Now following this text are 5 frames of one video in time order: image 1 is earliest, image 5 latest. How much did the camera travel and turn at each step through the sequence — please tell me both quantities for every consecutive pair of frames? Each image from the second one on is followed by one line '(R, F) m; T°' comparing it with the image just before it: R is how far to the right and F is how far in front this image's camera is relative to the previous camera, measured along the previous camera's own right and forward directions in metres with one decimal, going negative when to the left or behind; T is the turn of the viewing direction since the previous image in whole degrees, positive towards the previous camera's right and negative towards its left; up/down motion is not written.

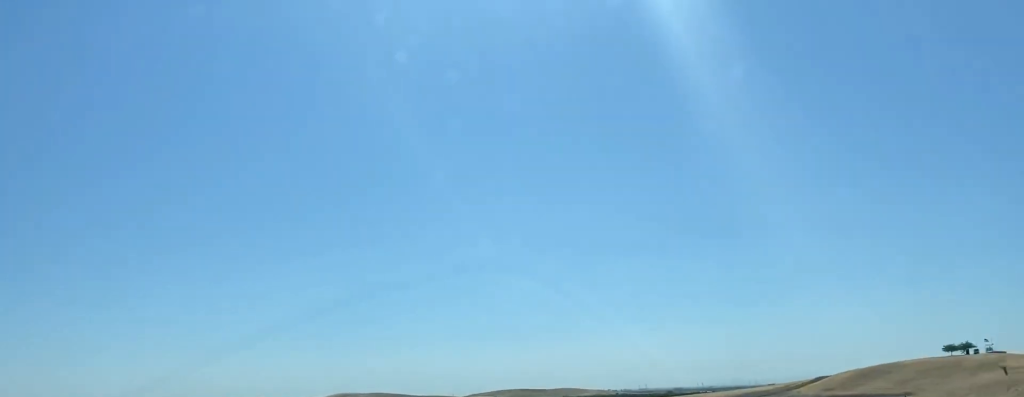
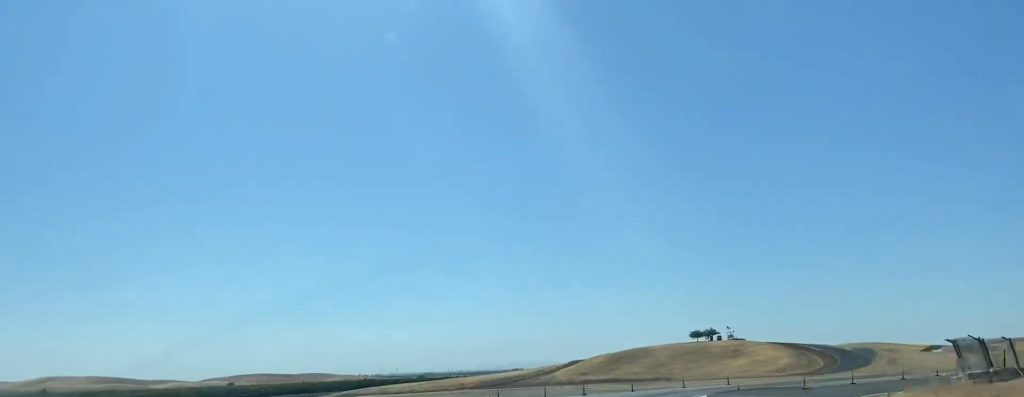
(+2.3, +48.5) m; +12°
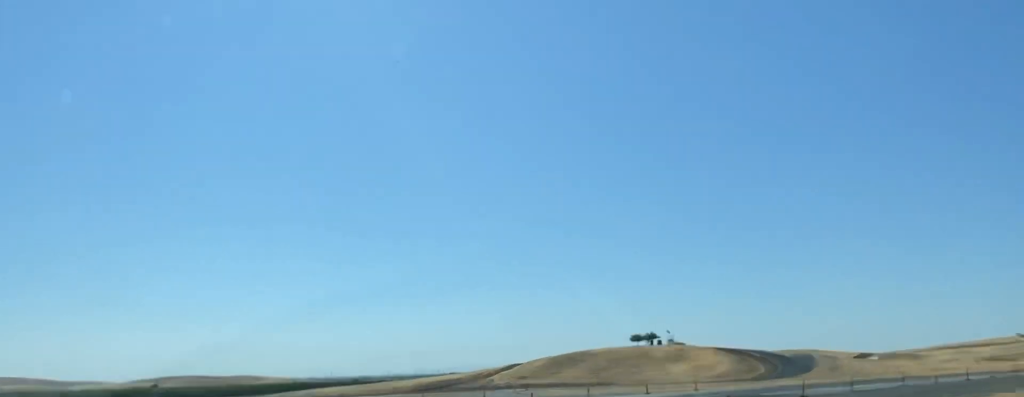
(+0.5, +16.0) m; +7°
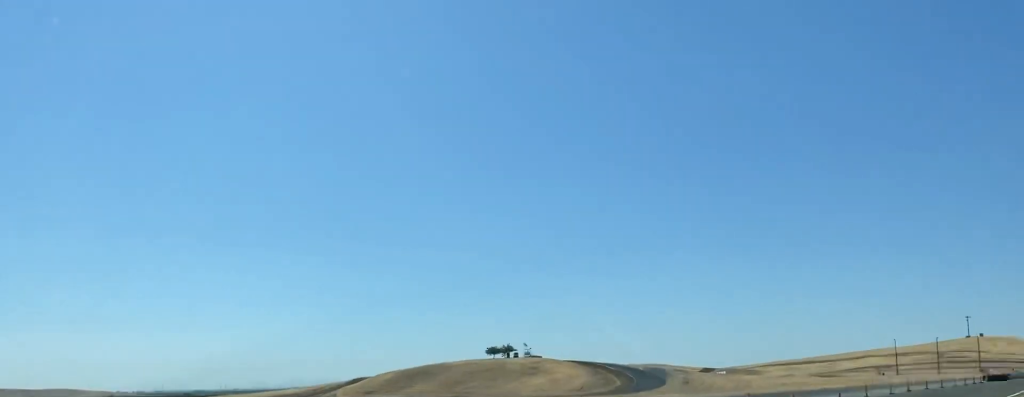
(+2.0, +20.2) m; +11°
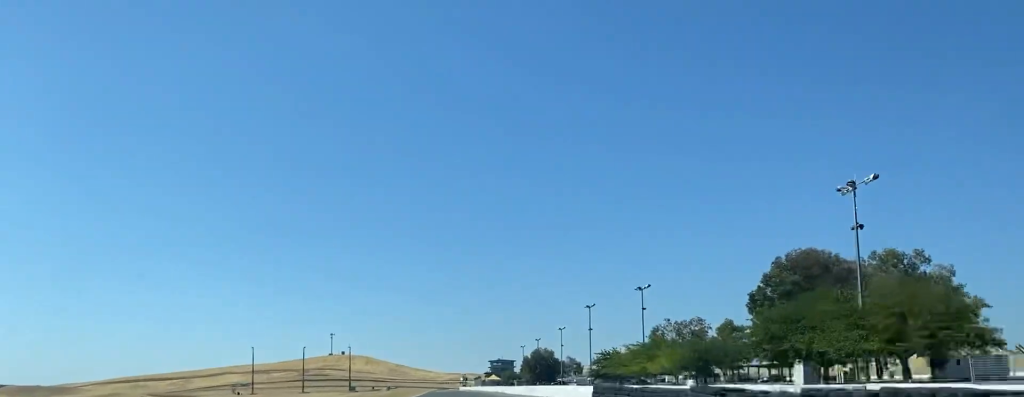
(+51.3, +152.7) m; +18°
